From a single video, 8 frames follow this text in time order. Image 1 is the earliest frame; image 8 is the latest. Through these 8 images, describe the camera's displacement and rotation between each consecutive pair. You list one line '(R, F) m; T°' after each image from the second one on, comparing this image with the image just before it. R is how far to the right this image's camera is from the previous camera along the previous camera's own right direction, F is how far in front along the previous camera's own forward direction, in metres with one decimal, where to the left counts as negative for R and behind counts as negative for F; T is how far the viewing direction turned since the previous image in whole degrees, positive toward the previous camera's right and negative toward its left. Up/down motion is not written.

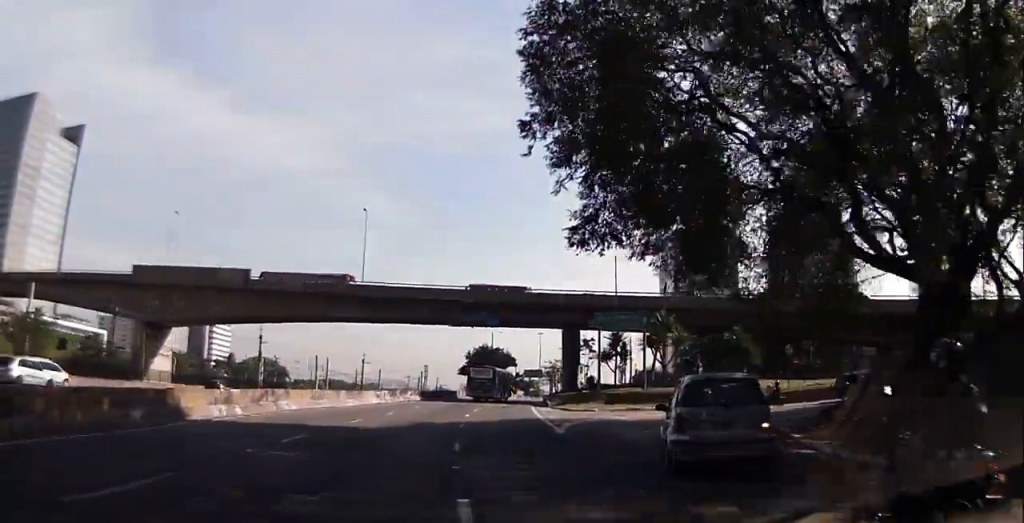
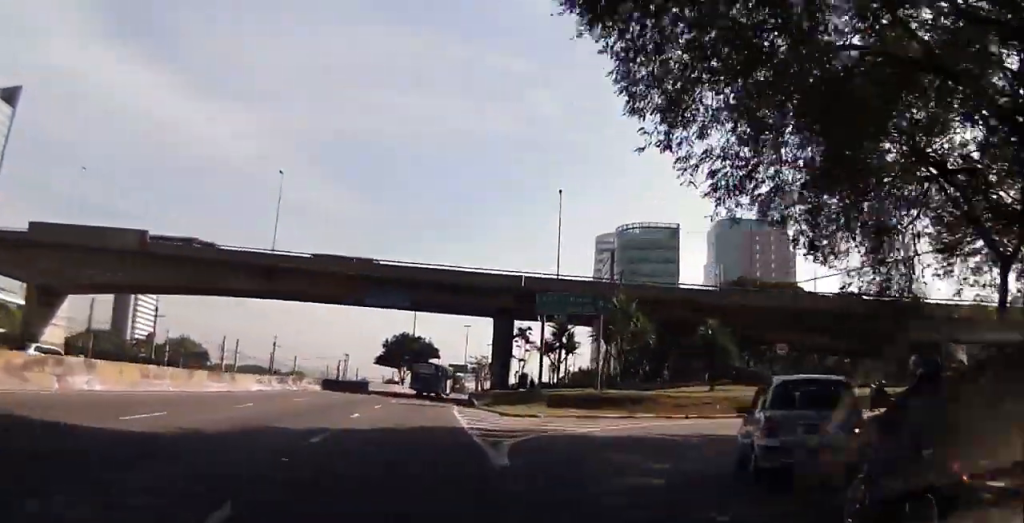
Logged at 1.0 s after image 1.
(+0.4, +9.0) m; +8°
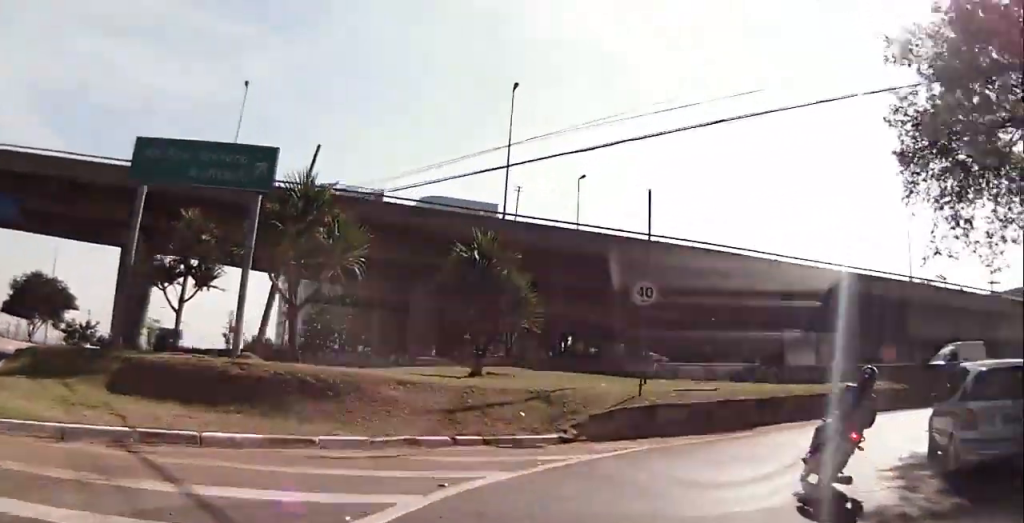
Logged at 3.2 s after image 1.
(+4.6, +19.6) m; +28°
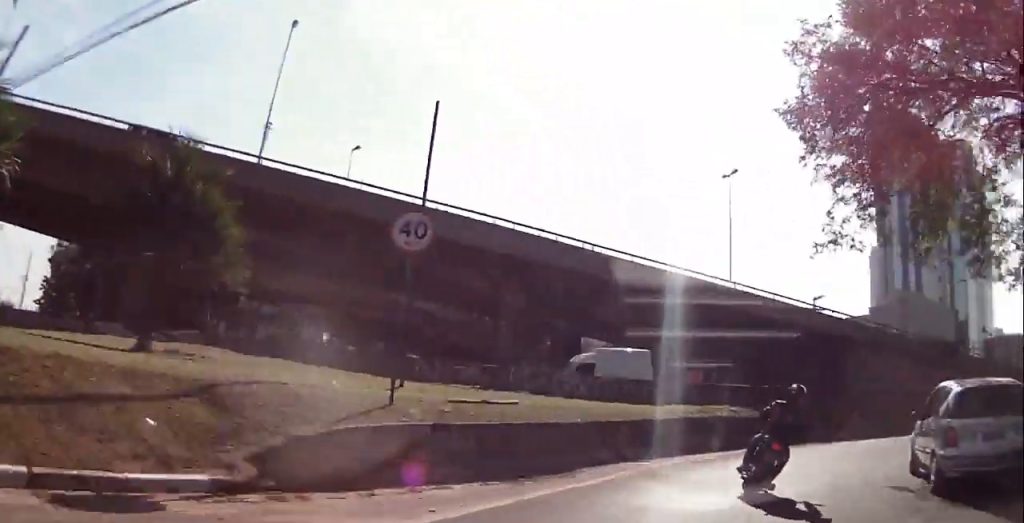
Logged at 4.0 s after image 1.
(+0.8, +8.0) m; +14°
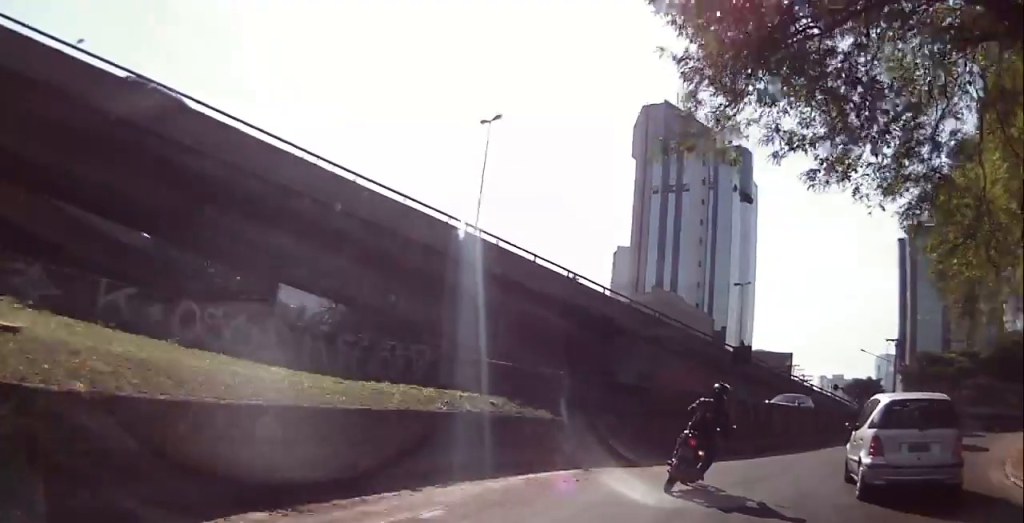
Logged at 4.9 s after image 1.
(+0.9, +8.2) m; +22°
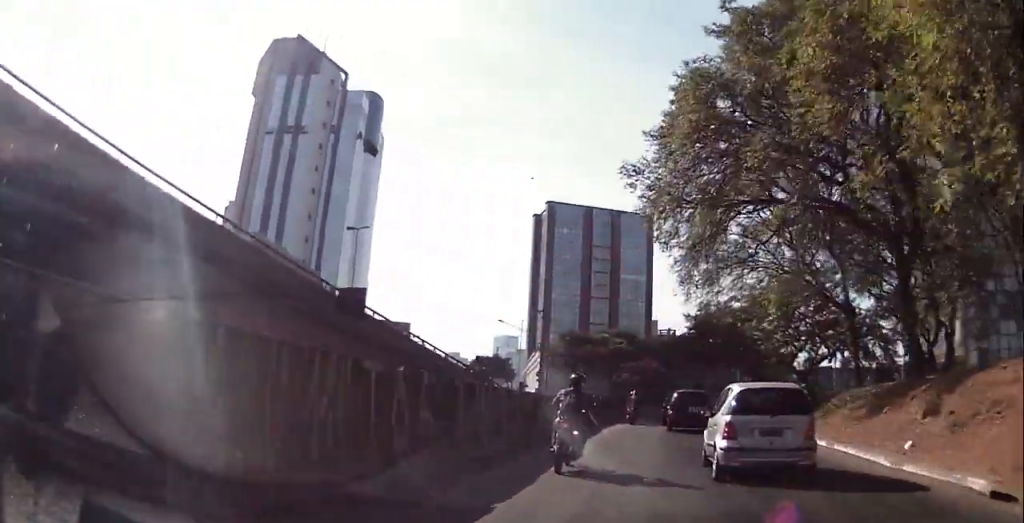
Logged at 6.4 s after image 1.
(+4.9, +11.3) m; +34°
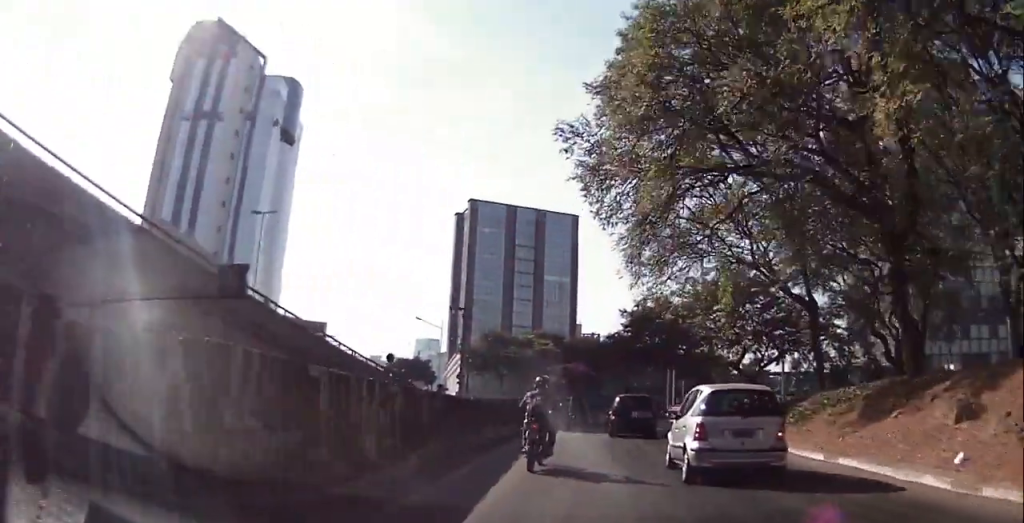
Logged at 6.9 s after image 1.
(+0.3, +4.6) m; +4°
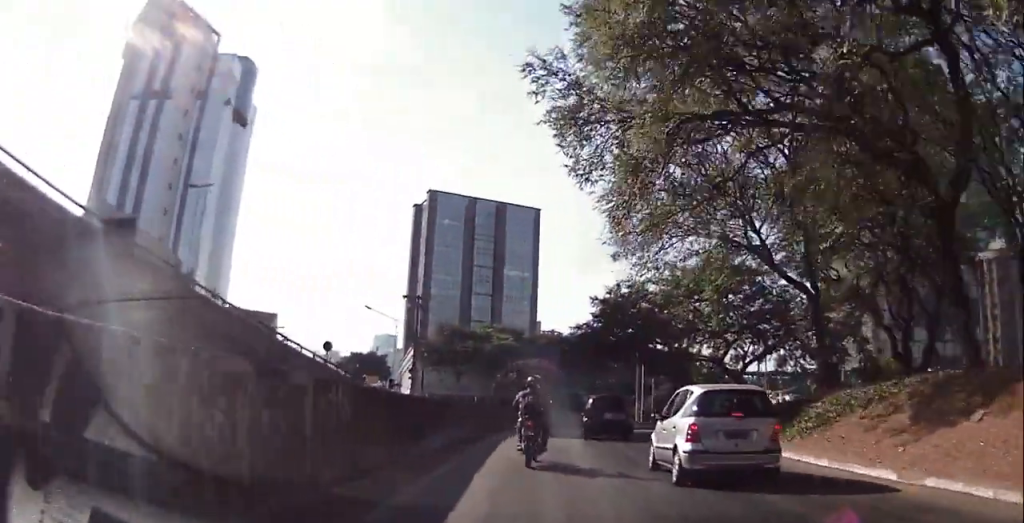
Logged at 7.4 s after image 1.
(0.0, +5.1) m; 0°
